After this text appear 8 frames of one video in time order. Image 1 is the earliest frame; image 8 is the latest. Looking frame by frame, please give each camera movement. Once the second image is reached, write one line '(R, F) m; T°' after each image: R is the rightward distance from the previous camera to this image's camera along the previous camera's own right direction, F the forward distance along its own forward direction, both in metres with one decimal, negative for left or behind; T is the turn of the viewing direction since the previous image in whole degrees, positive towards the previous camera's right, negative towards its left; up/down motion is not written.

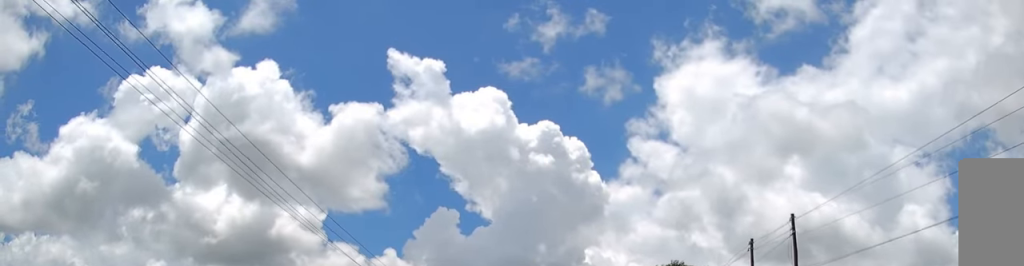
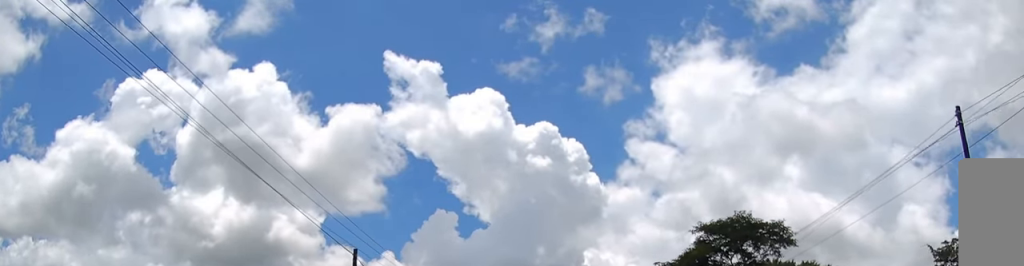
(-0.1, +19.7) m; 0°
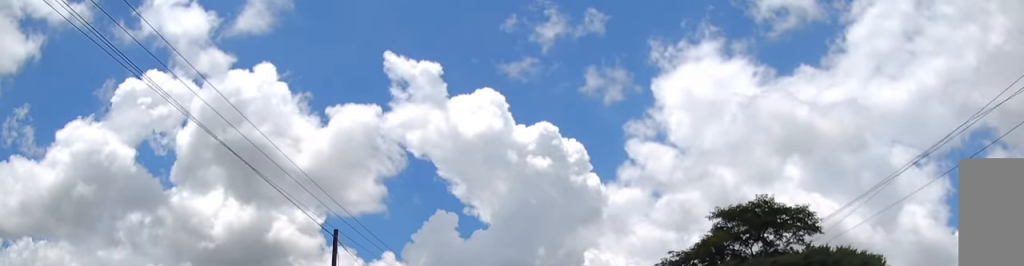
(0.0, +4.3) m; -1°
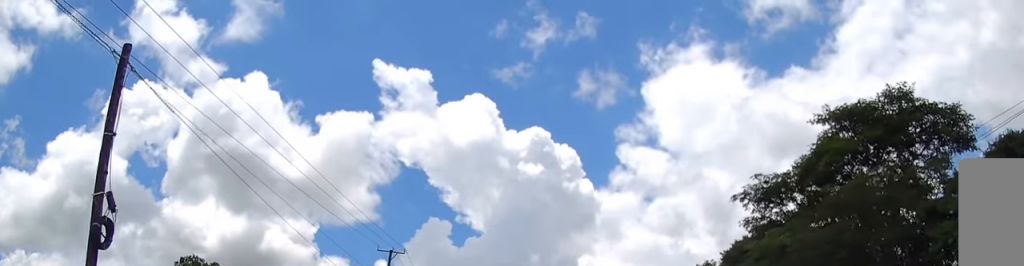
(+0.3, +18.8) m; +4°
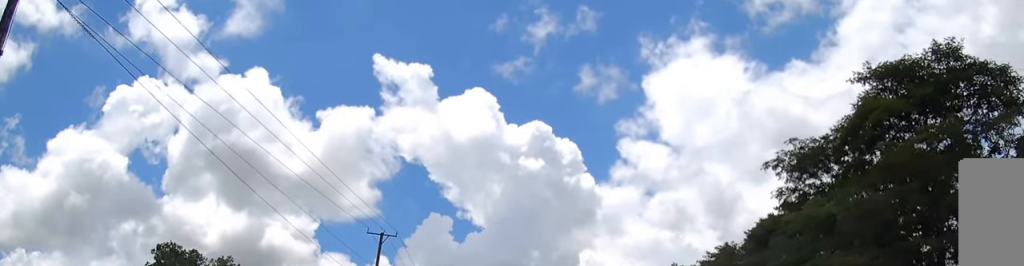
(0.0, +3.9) m; 0°
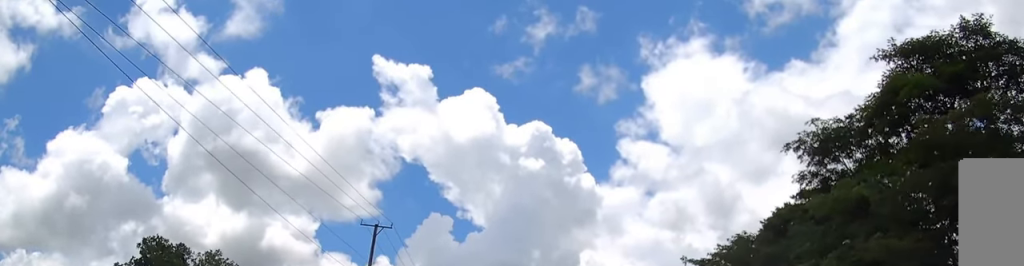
(0.0, +2.3) m; 0°
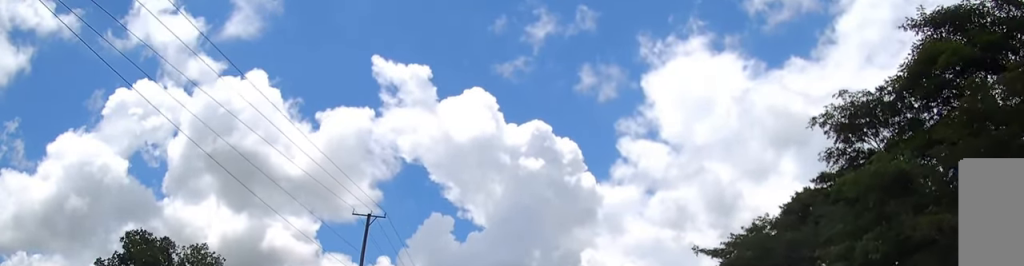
(0.0, +2.4) m; -1°
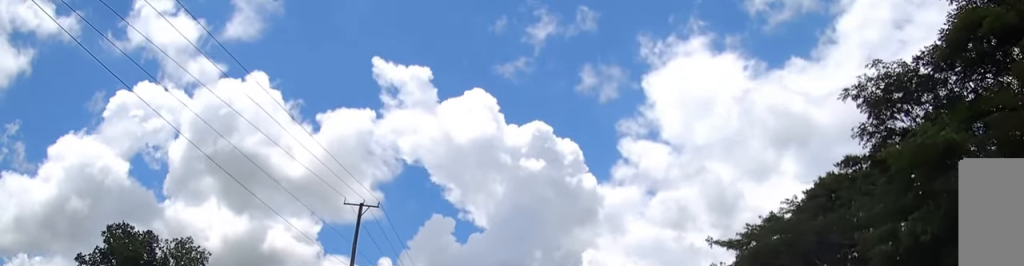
(0.0, +2.6) m; -2°
